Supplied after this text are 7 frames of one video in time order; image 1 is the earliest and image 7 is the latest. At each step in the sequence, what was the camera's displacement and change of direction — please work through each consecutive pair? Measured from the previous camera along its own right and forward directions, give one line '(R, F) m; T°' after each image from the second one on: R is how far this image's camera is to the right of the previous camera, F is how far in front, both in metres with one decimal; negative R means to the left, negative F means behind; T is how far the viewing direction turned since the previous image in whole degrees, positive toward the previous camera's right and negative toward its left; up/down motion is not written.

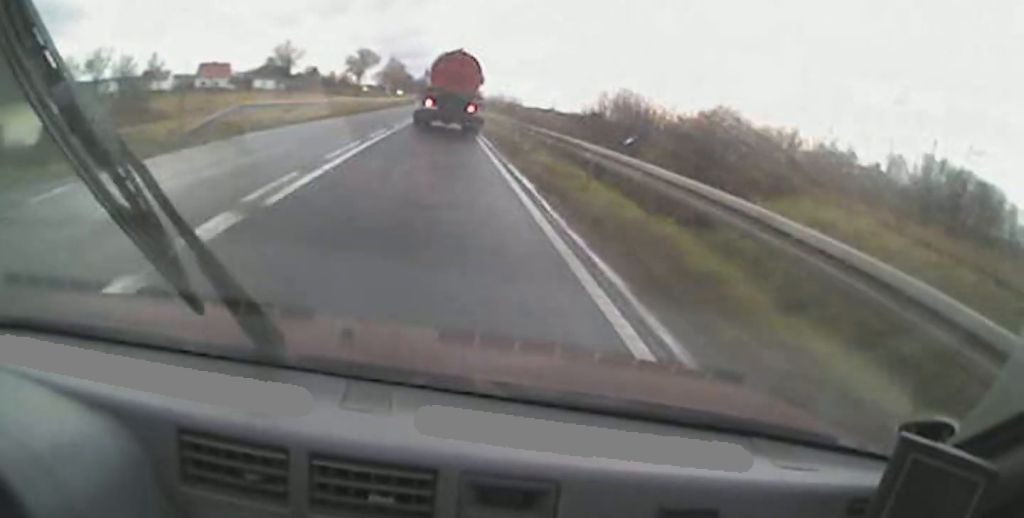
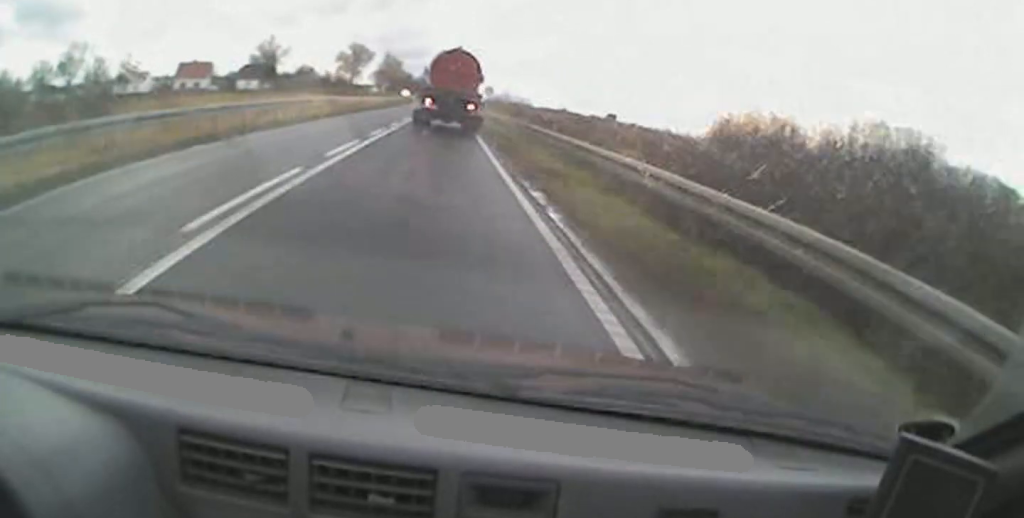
(+0.3, +17.8) m; +1°
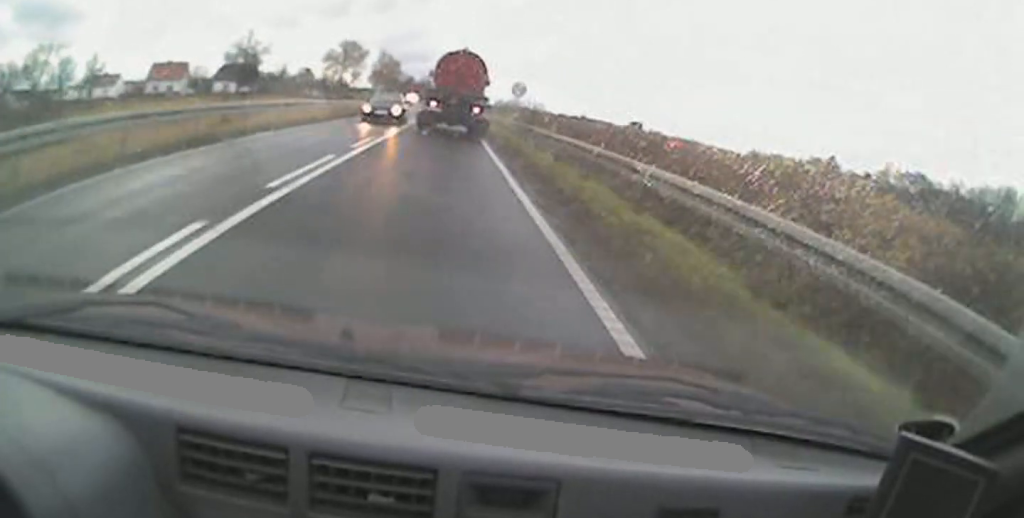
(+0.3, +23.9) m; -1°
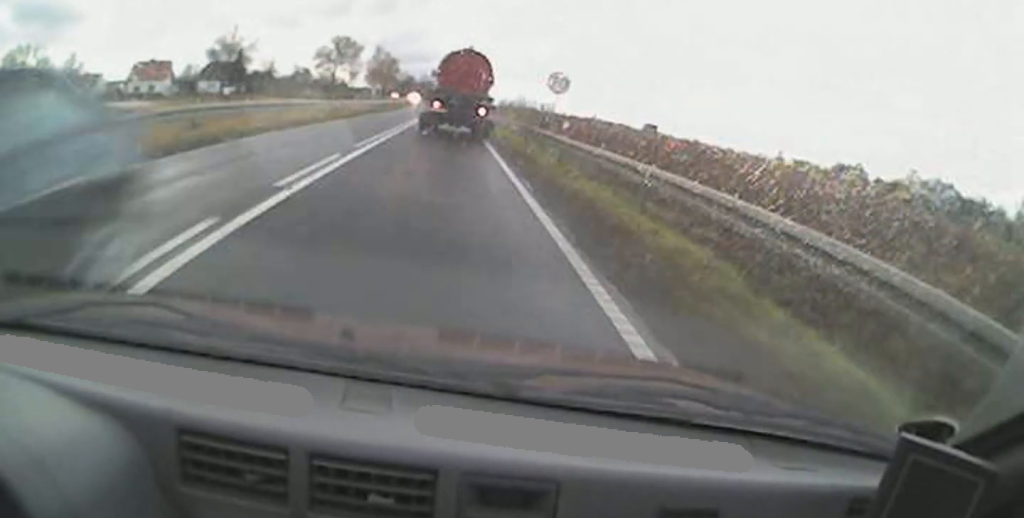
(-0.2, +12.4) m; -1°
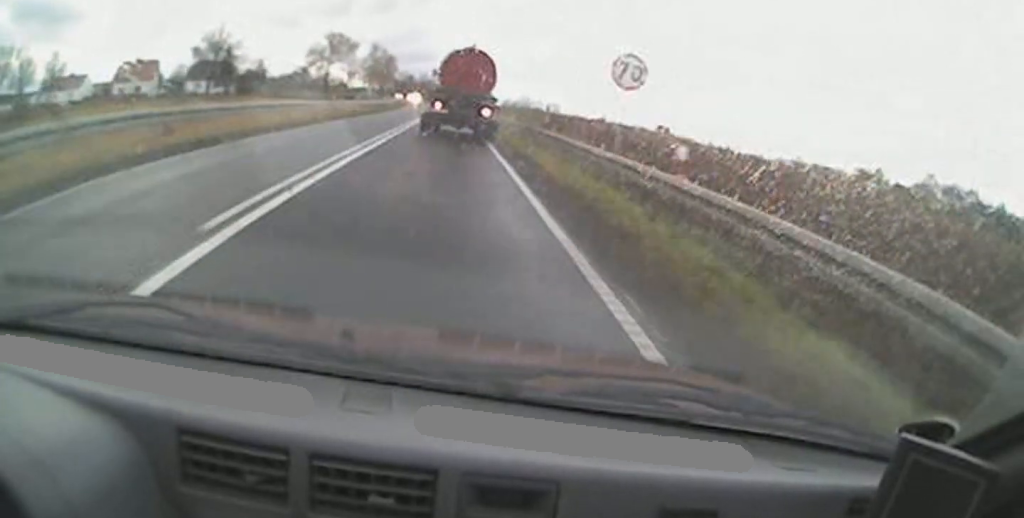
(-0.1, +7.9) m; -1°
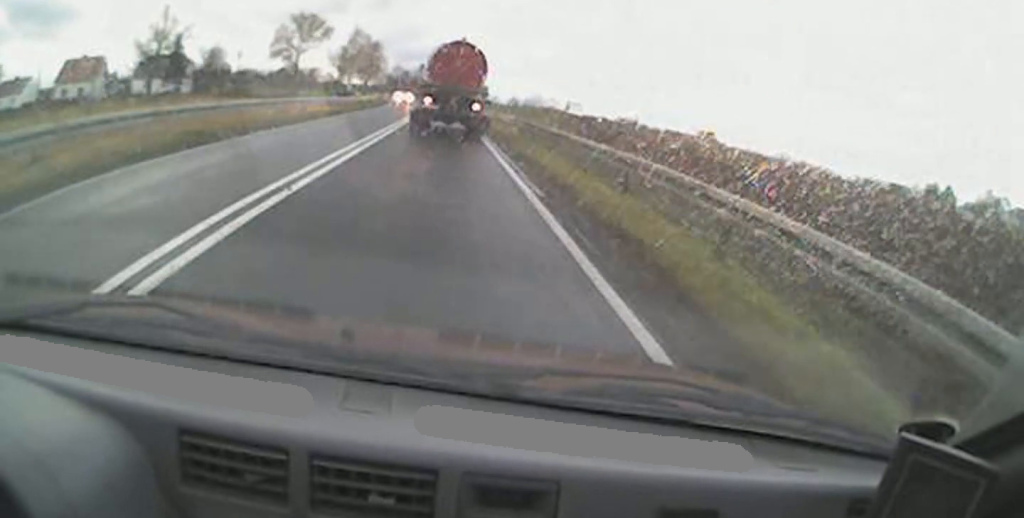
(0.0, +30.3) m; 0°
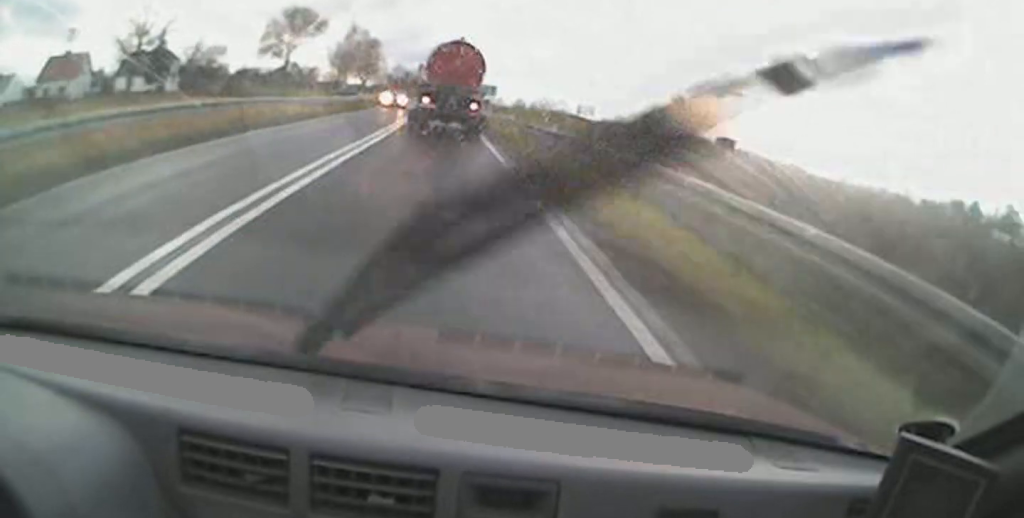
(0.0, +8.3) m; 0°
